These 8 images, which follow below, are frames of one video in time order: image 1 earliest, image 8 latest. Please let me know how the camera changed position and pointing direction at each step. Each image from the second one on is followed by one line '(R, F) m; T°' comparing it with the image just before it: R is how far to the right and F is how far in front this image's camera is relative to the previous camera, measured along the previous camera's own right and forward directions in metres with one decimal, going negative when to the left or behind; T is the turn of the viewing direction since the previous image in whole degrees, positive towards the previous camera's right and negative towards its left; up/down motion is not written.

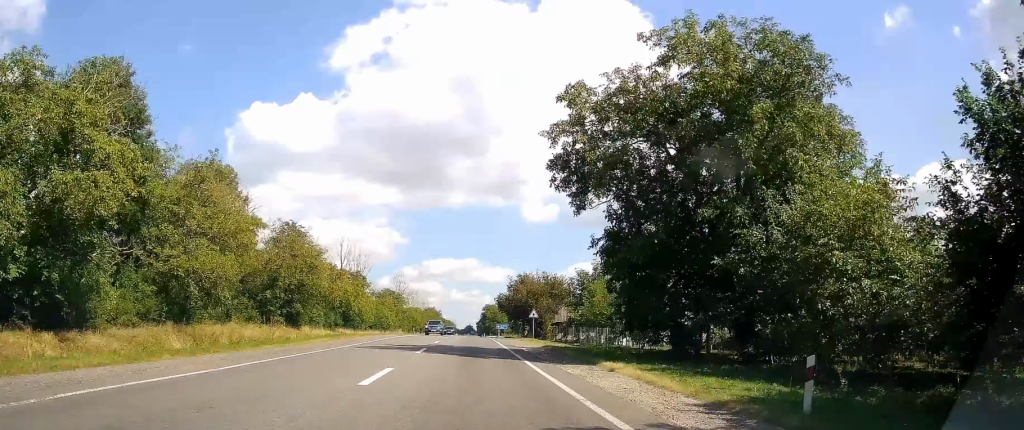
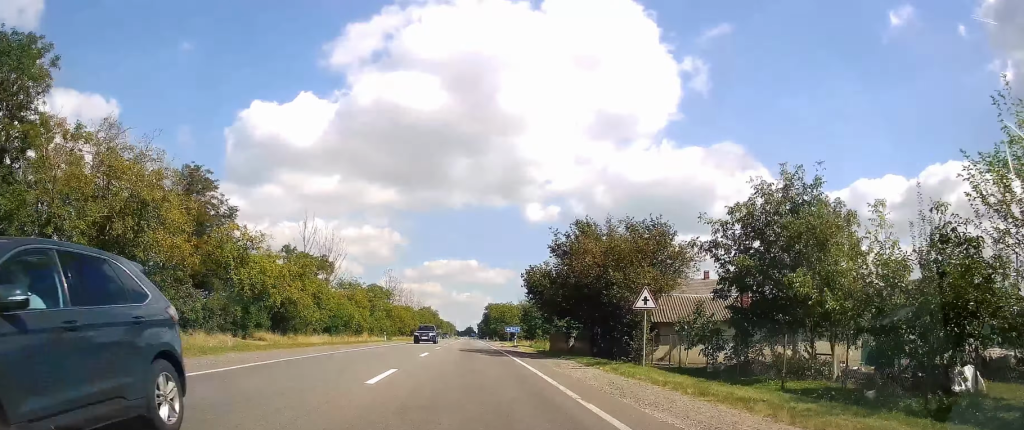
(+0.4, +35.7) m; +1°
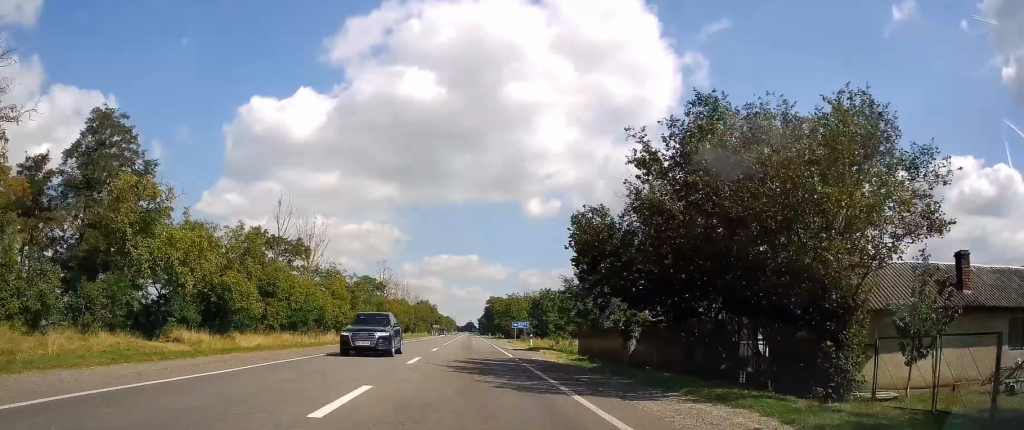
(0.0, +15.9) m; 0°
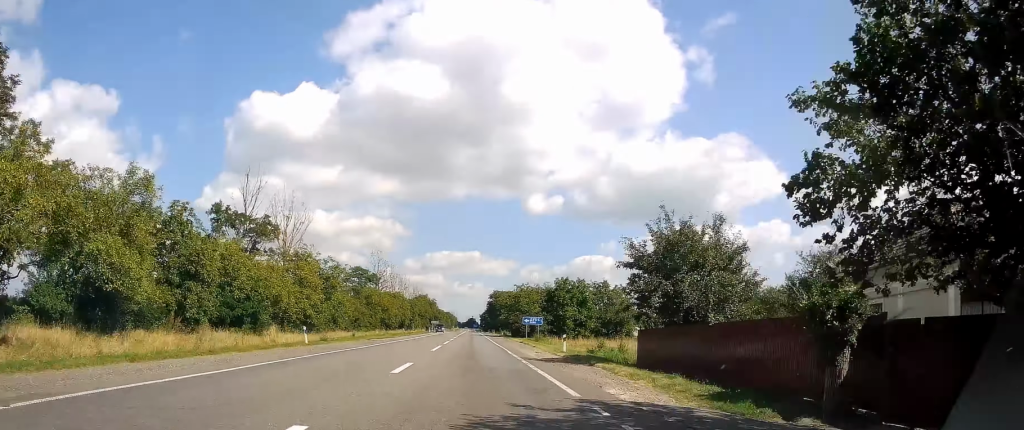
(-0.4, +17.1) m; 0°
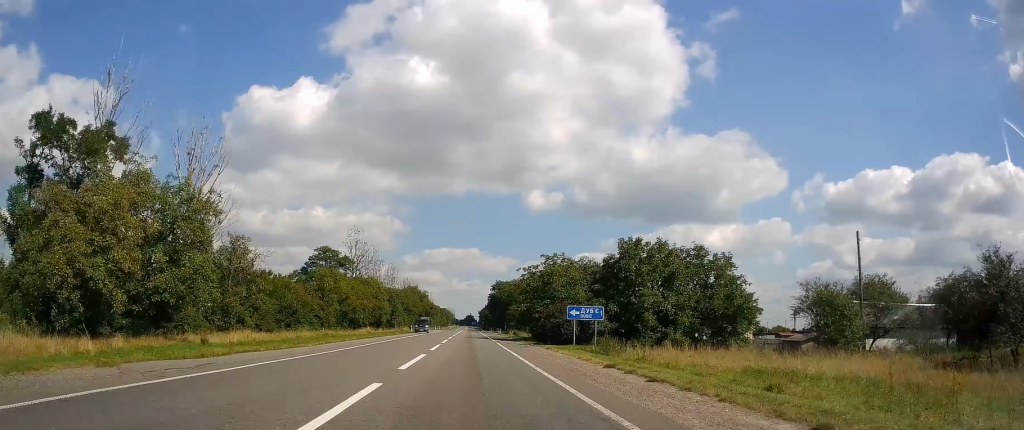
(+0.7, +36.5) m; 0°
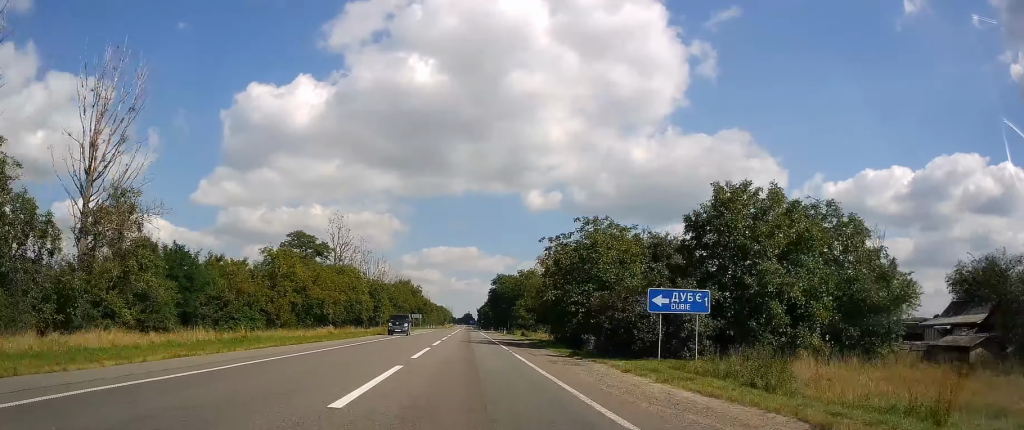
(-0.6, +19.5) m; -1°
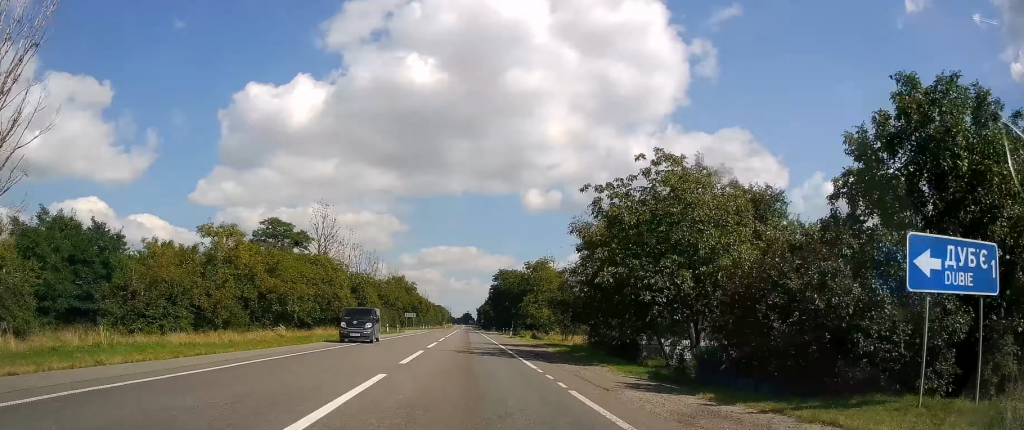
(-0.1, +14.6) m; 0°
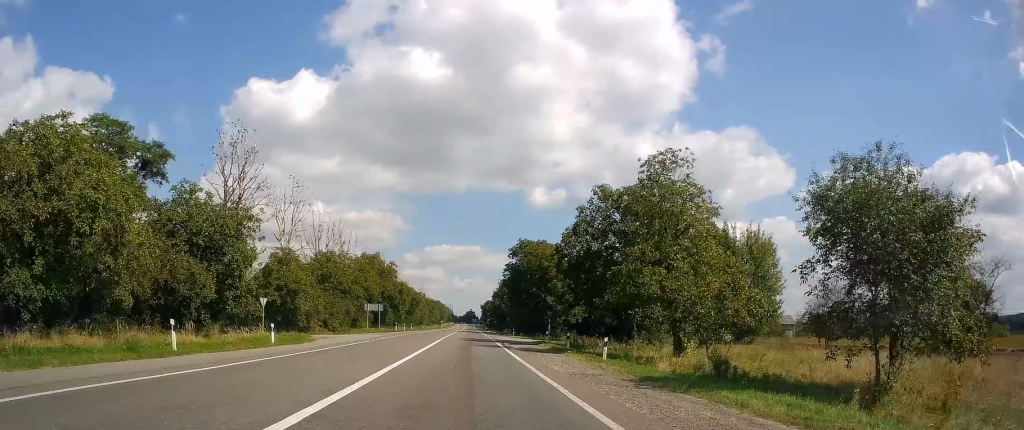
(+0.9, +52.7) m; +2°
